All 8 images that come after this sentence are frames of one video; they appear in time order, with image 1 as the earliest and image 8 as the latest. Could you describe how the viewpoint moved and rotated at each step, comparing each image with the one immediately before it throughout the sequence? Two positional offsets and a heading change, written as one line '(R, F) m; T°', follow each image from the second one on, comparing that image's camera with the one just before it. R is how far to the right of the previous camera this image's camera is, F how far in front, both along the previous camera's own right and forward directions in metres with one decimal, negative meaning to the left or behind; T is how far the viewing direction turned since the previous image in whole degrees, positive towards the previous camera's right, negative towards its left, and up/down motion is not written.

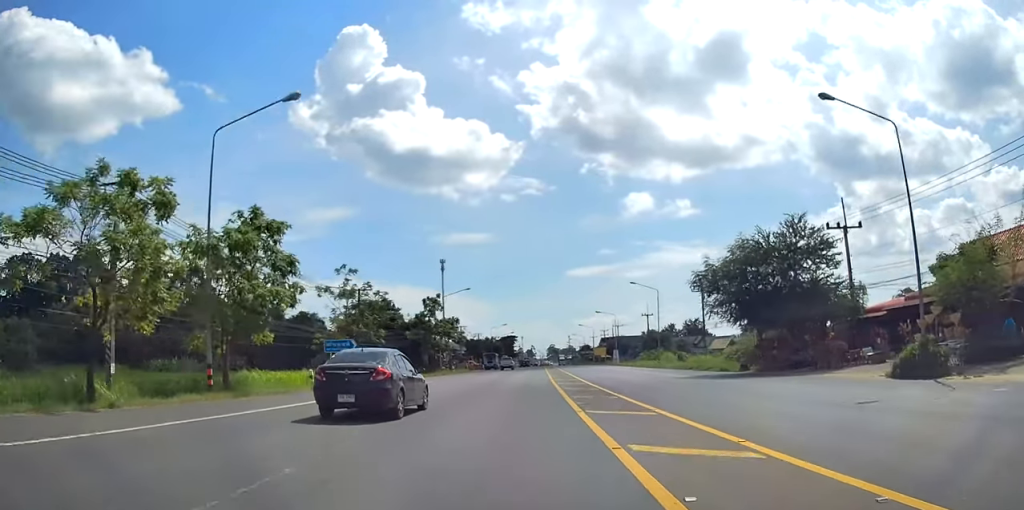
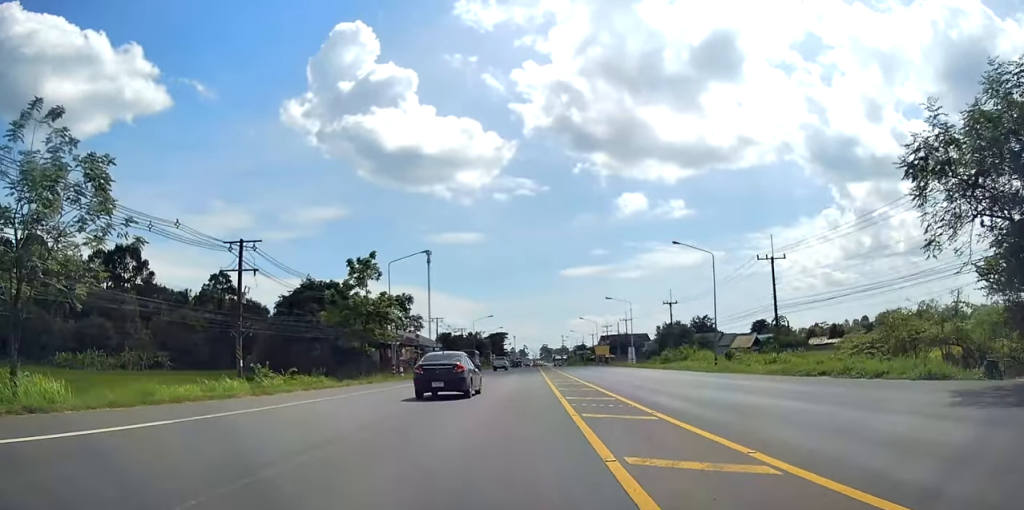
(+0.4, +24.9) m; +1°
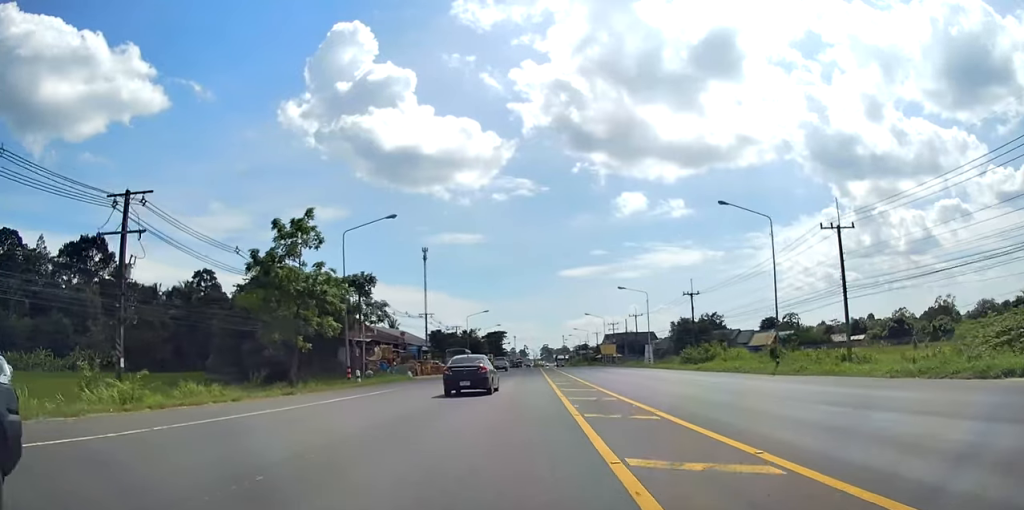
(0.0, +11.8) m; 0°
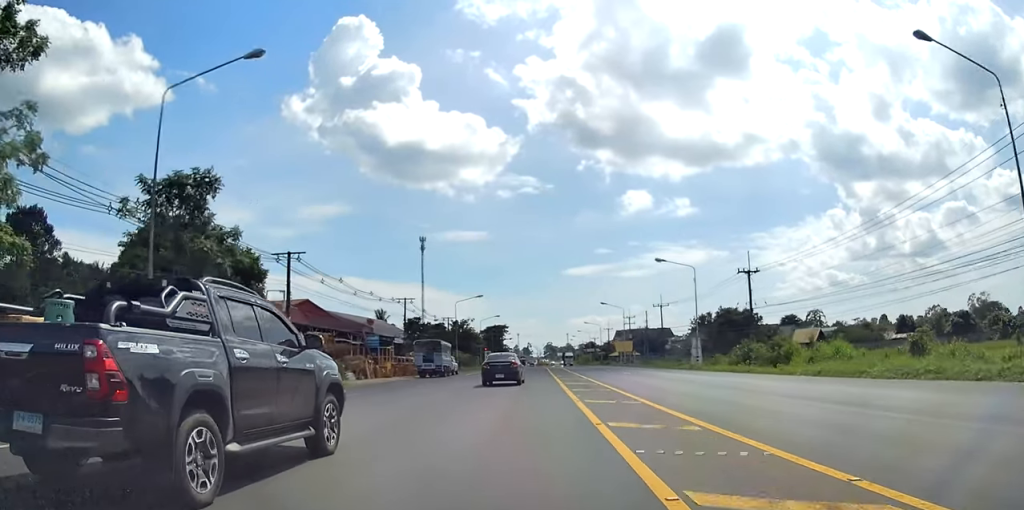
(0.0, +20.3) m; 0°
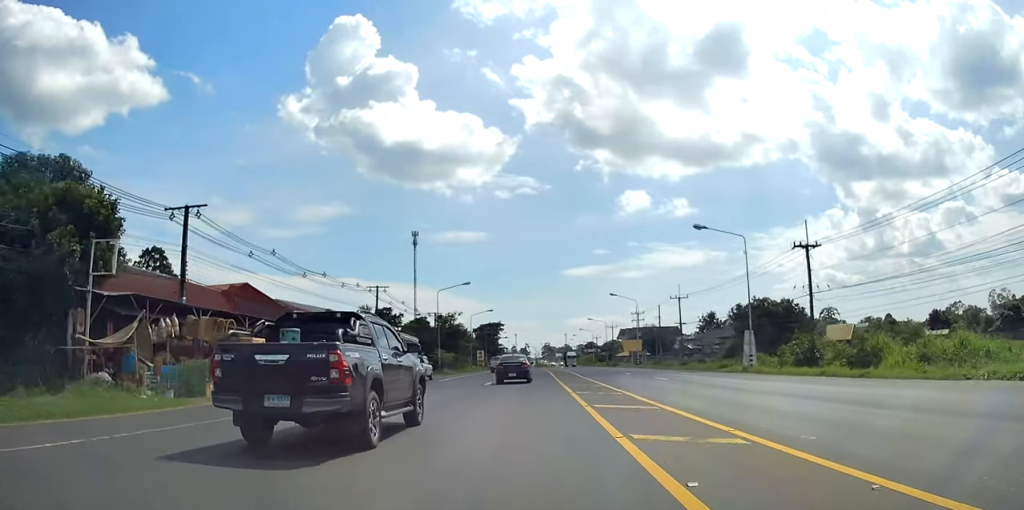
(0.0, +13.7) m; 0°
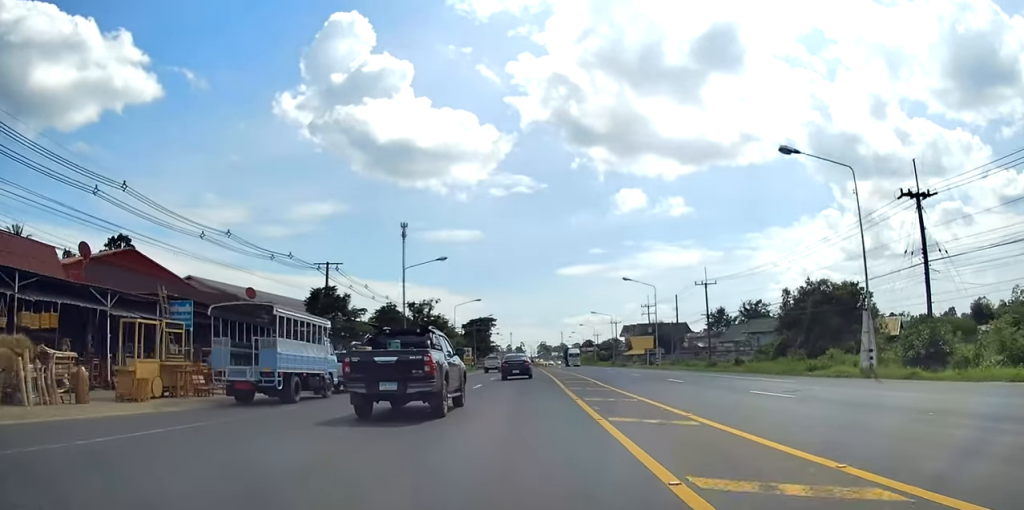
(+0.1, +16.2) m; 0°
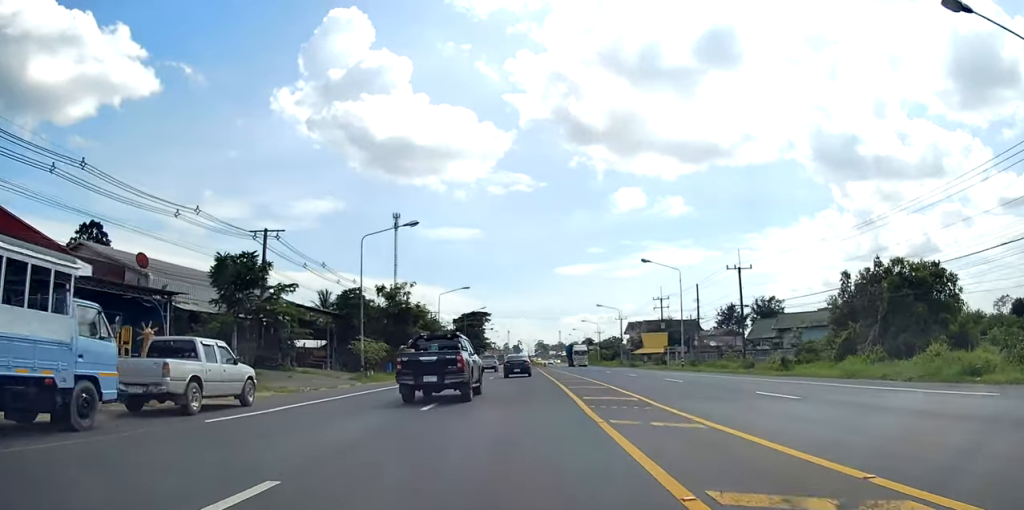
(0.0, +12.9) m; 0°
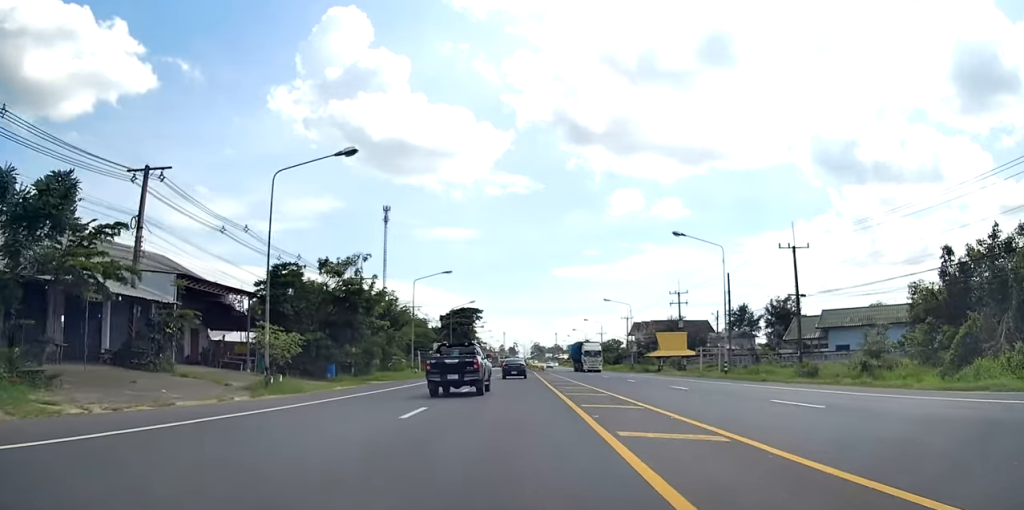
(-0.2, +13.9) m; 0°
